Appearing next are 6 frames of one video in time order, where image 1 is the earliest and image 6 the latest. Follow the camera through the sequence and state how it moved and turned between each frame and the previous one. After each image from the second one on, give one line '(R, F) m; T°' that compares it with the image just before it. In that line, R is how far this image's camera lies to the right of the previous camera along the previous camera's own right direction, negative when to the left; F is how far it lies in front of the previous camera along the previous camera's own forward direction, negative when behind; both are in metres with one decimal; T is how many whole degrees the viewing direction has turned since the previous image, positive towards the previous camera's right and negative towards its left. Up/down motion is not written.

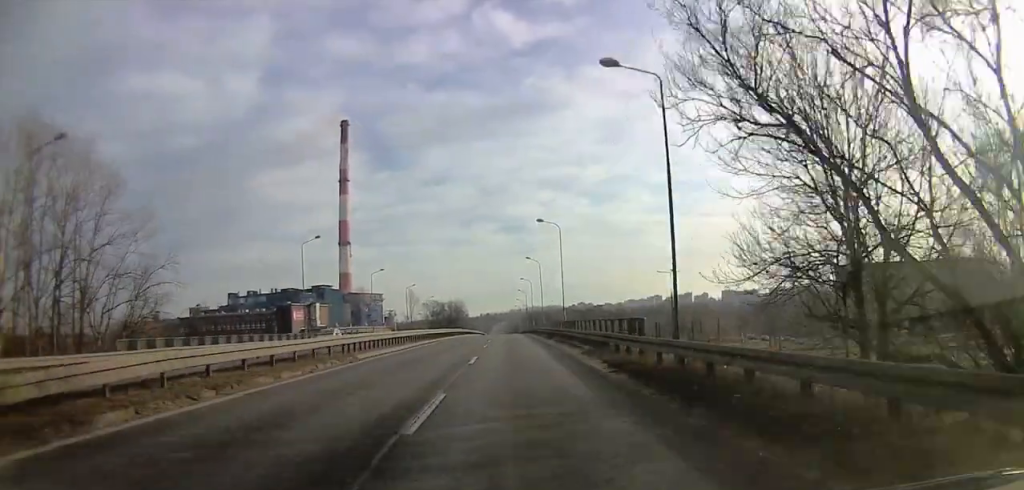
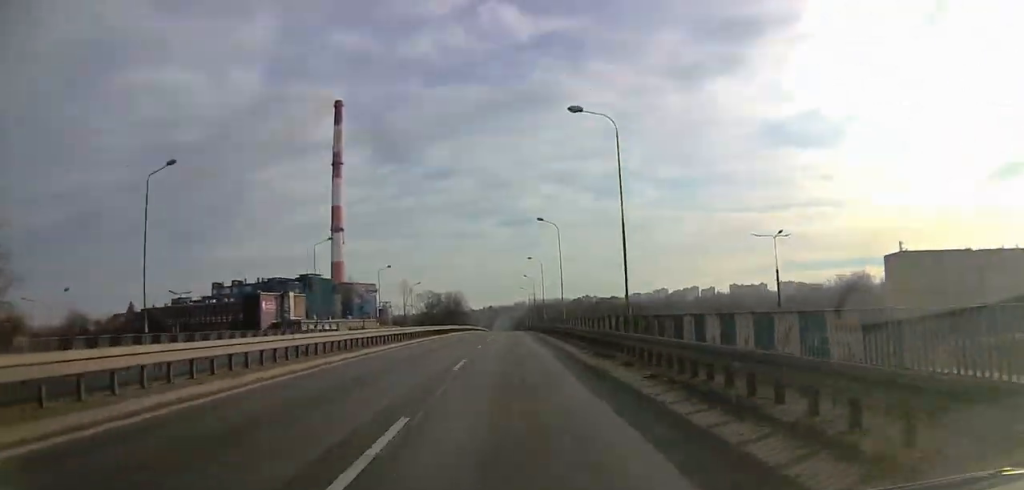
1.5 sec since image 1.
(+0.3, +28.8) m; -1°
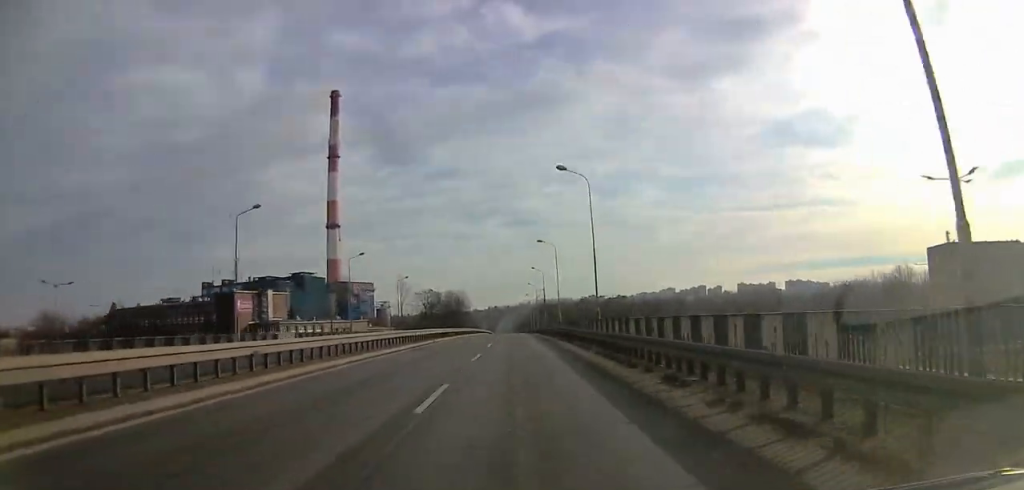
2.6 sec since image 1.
(-0.1, +18.9) m; 0°
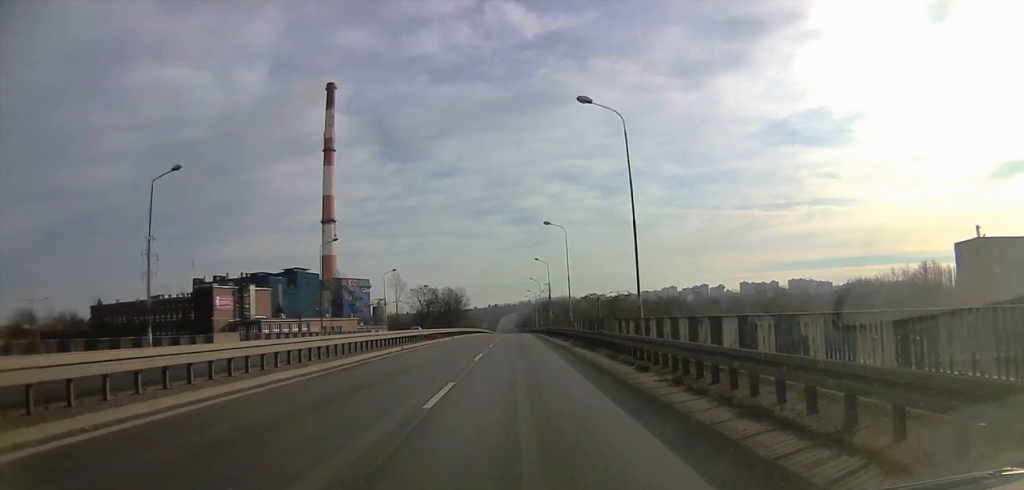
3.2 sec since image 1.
(+0.1, +11.3) m; -1°
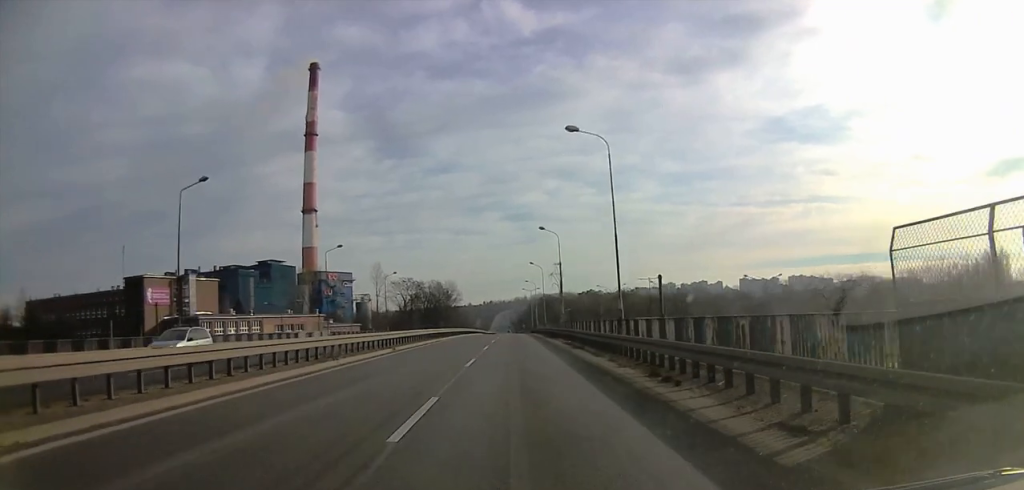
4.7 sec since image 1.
(-0.8, +26.5) m; 0°
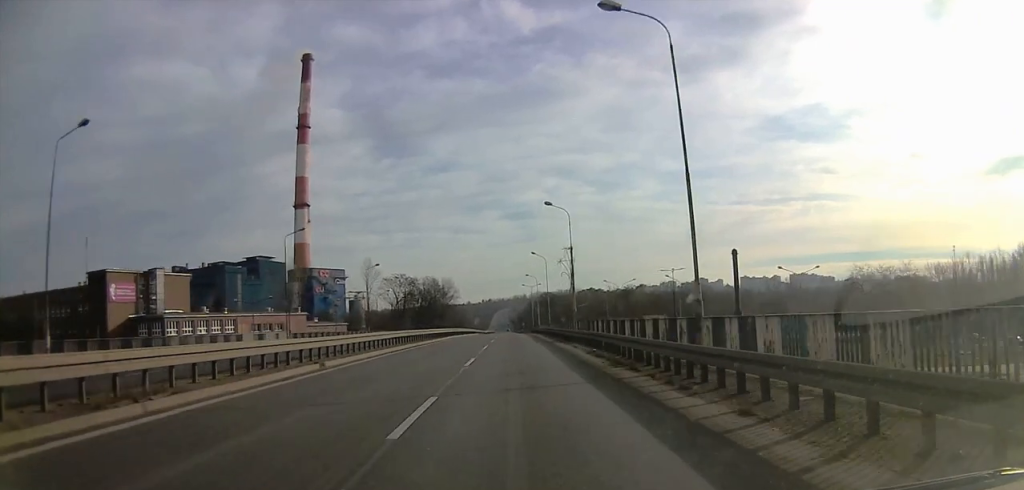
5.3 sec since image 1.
(+0.6, +11.7) m; +1°
